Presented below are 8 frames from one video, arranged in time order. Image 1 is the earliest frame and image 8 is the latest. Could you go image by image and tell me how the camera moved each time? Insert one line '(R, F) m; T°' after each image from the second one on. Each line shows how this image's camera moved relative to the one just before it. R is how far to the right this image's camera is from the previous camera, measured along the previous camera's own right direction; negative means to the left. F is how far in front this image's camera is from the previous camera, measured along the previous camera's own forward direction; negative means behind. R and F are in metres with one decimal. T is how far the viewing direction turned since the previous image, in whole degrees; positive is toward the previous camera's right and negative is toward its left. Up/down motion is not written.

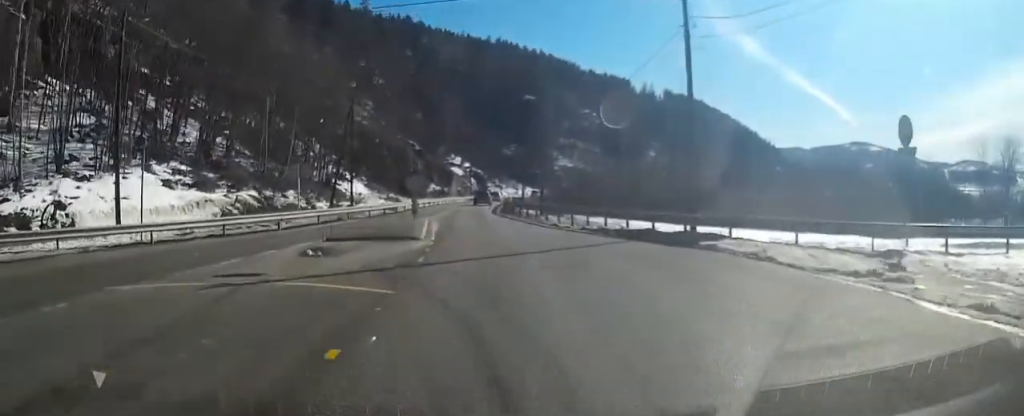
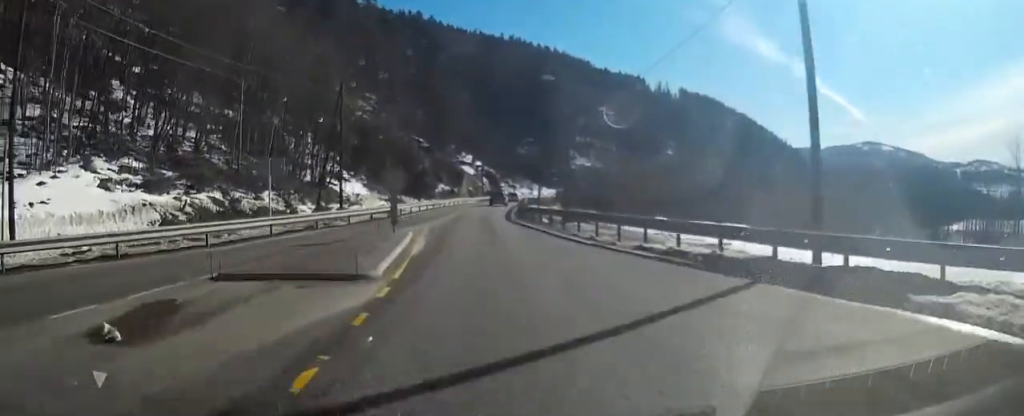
(-0.1, +8.3) m; -1°
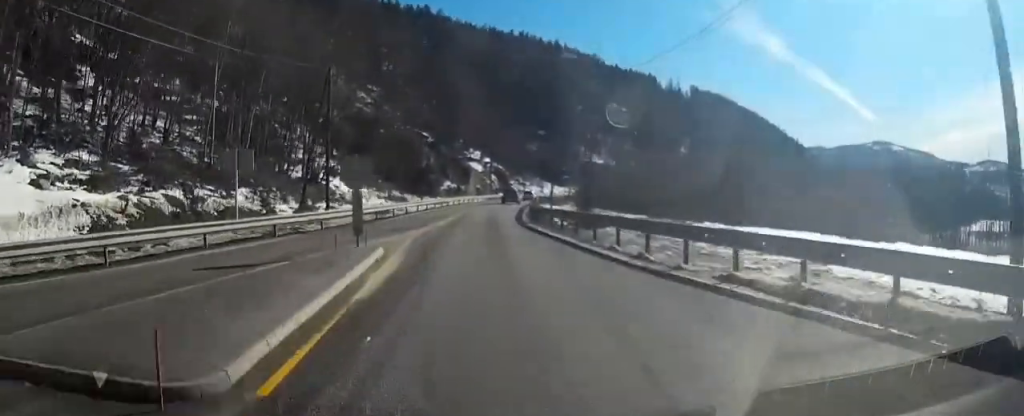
(-0.1, +6.2) m; -1°
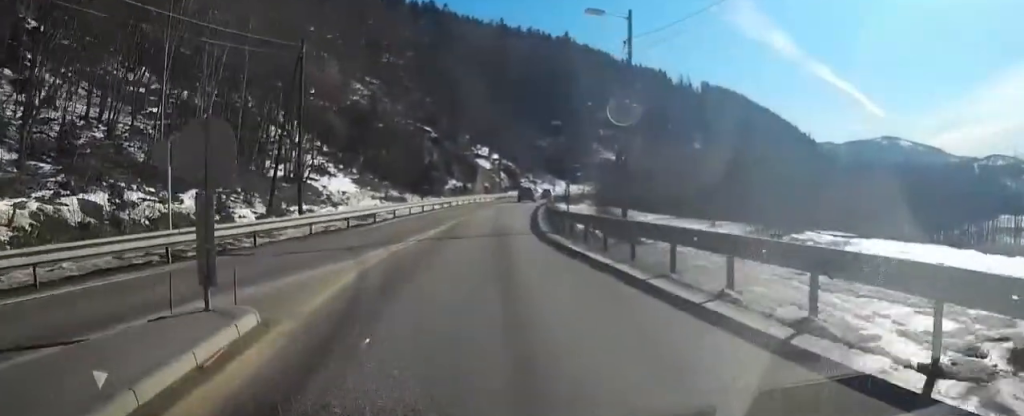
(-0.1, +7.7) m; -1°
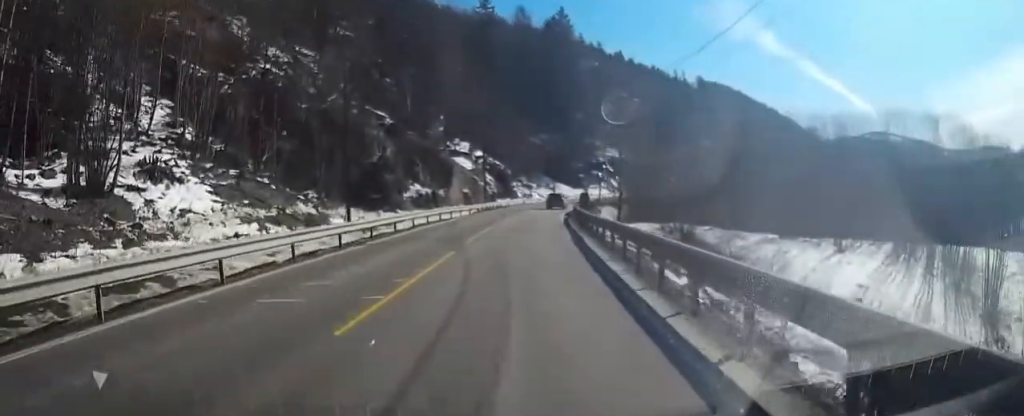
(-0.6, +28.6) m; 0°
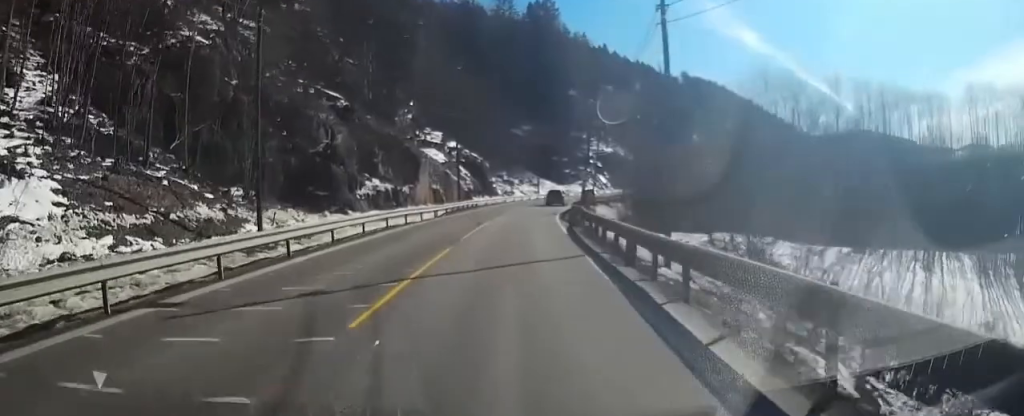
(+0.1, +11.4) m; +2°
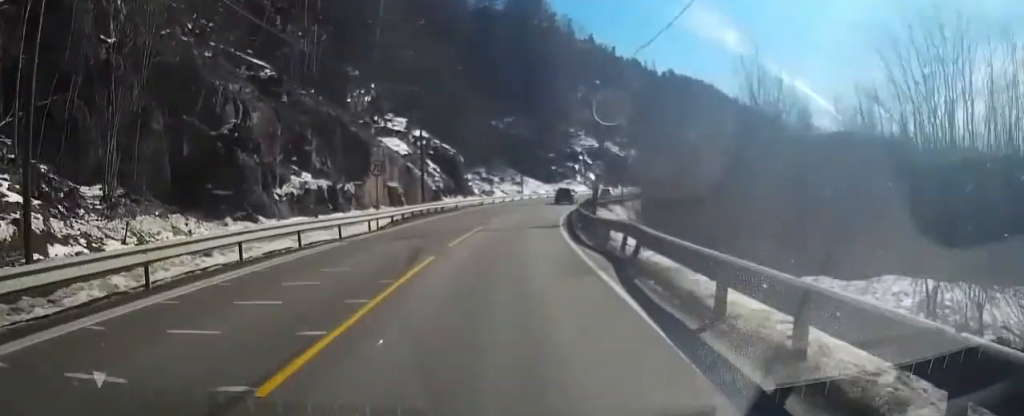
(+0.3, +14.0) m; +2°
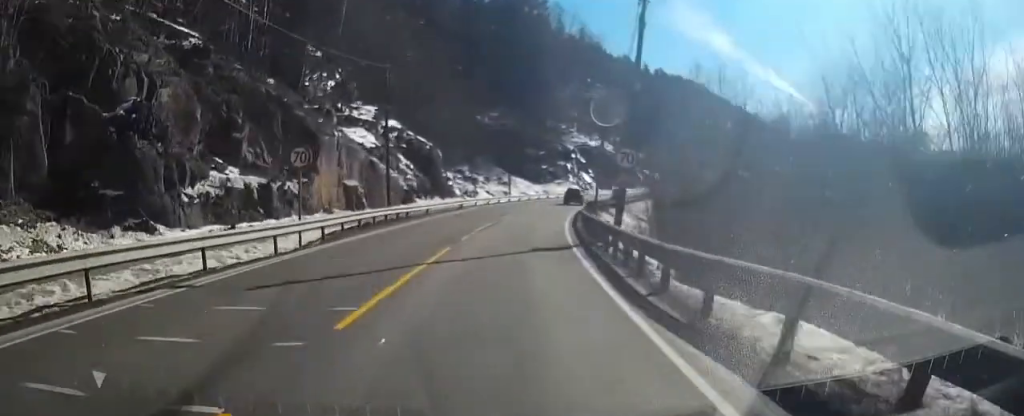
(+0.1, +9.3) m; +2°
